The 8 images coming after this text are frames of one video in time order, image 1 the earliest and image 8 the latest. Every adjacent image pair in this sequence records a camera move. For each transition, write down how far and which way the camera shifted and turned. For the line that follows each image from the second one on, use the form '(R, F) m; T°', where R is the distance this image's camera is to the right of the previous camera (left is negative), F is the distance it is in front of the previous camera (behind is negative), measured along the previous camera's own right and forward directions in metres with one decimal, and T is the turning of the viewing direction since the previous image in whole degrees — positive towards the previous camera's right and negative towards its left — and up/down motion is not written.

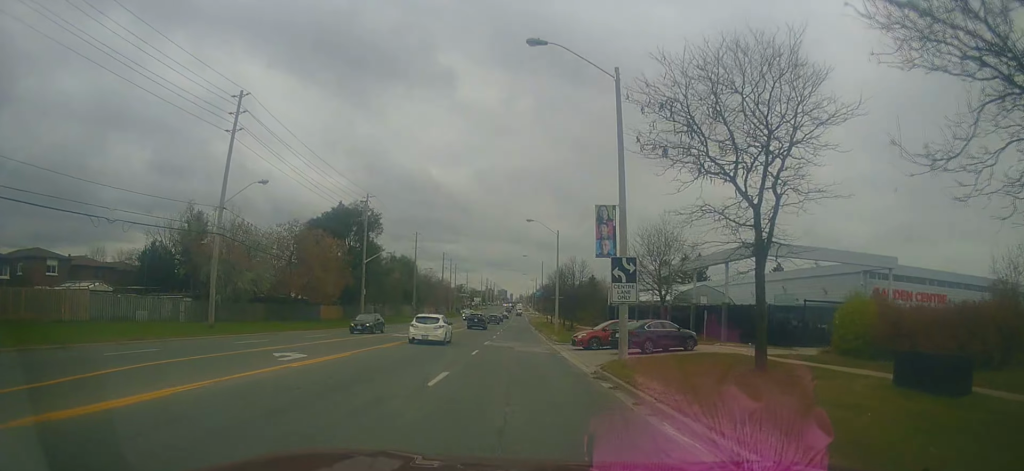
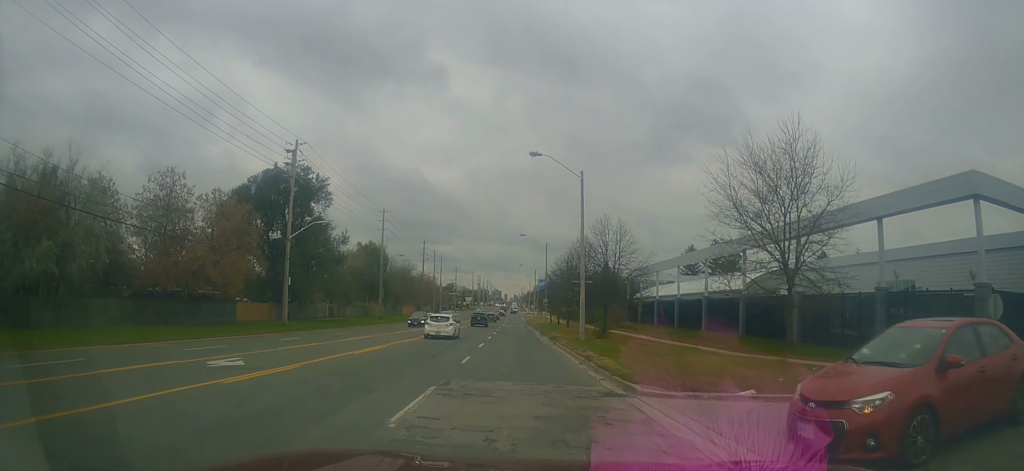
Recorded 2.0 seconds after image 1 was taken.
(-0.8, +22.8) m; -4°
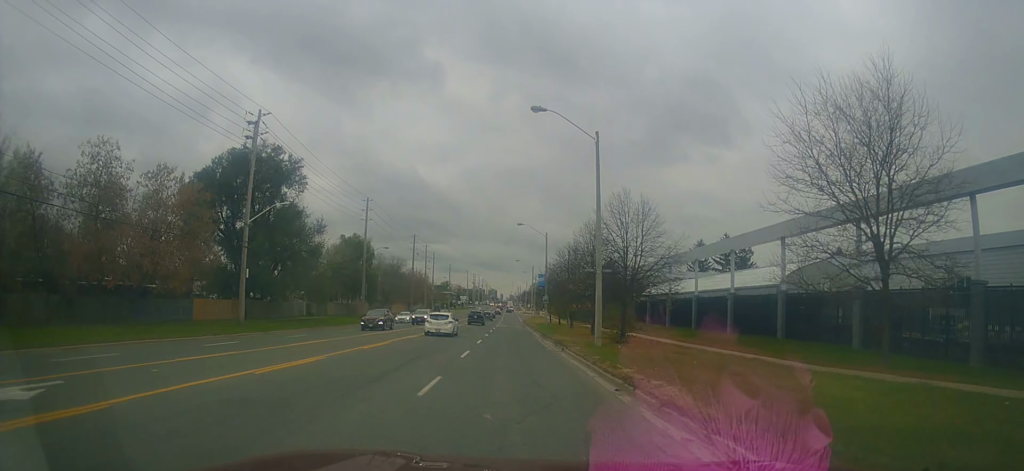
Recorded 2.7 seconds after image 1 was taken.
(+0.2, +7.4) m; +4°
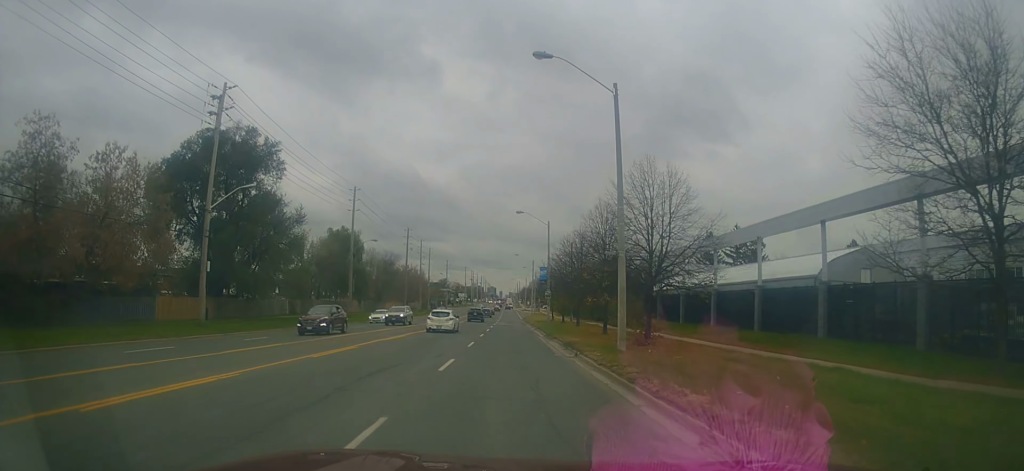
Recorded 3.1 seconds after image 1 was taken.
(0.0, +5.6) m; +2°
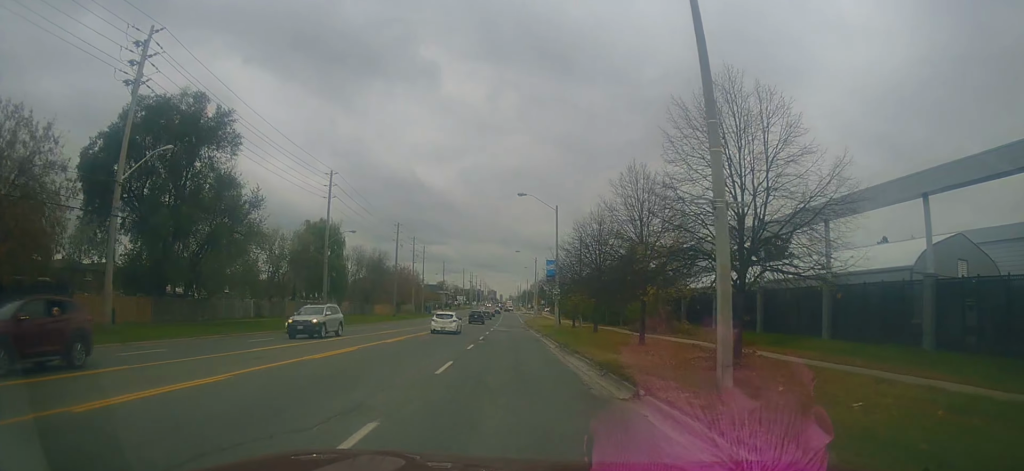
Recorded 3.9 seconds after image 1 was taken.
(+0.7, +9.8) m; -1°
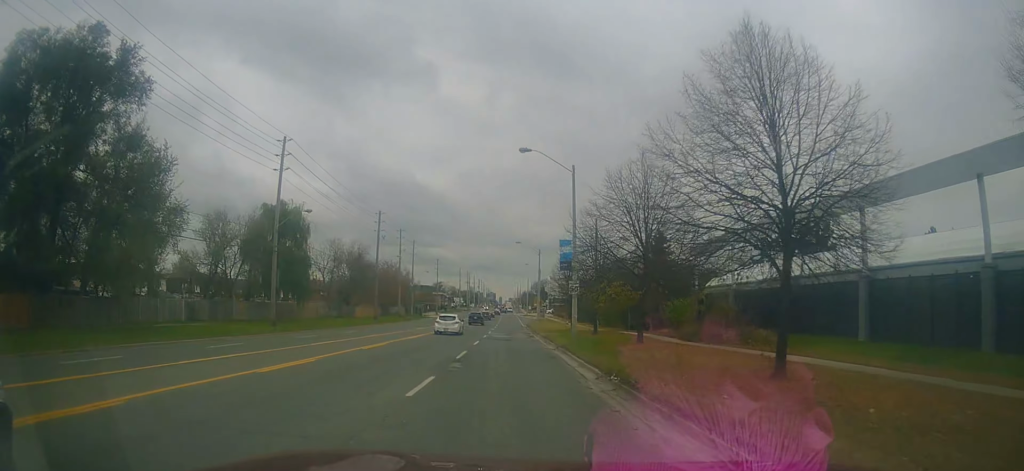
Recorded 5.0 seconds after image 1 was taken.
(-1.1, +13.3) m; -3°
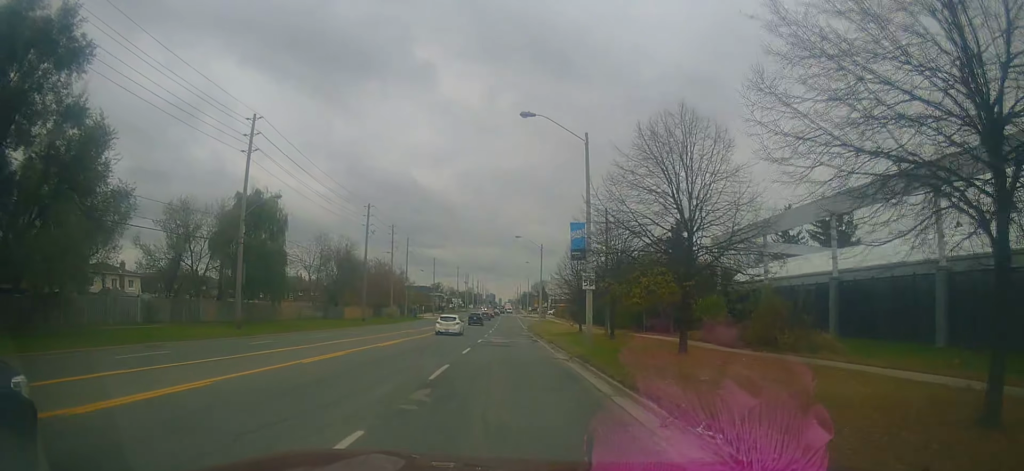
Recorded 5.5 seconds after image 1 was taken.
(+0.2, +6.3) m; +1°
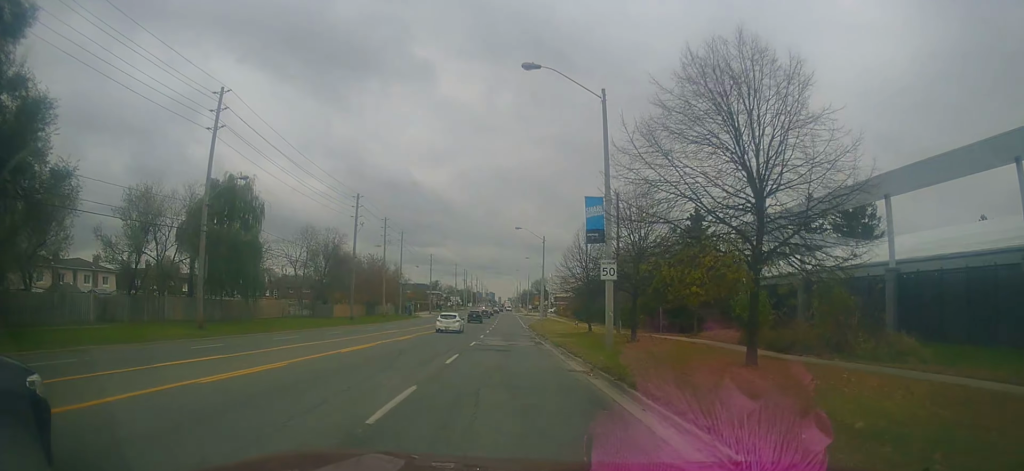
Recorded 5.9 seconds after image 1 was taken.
(0.0, +5.5) m; +1°
